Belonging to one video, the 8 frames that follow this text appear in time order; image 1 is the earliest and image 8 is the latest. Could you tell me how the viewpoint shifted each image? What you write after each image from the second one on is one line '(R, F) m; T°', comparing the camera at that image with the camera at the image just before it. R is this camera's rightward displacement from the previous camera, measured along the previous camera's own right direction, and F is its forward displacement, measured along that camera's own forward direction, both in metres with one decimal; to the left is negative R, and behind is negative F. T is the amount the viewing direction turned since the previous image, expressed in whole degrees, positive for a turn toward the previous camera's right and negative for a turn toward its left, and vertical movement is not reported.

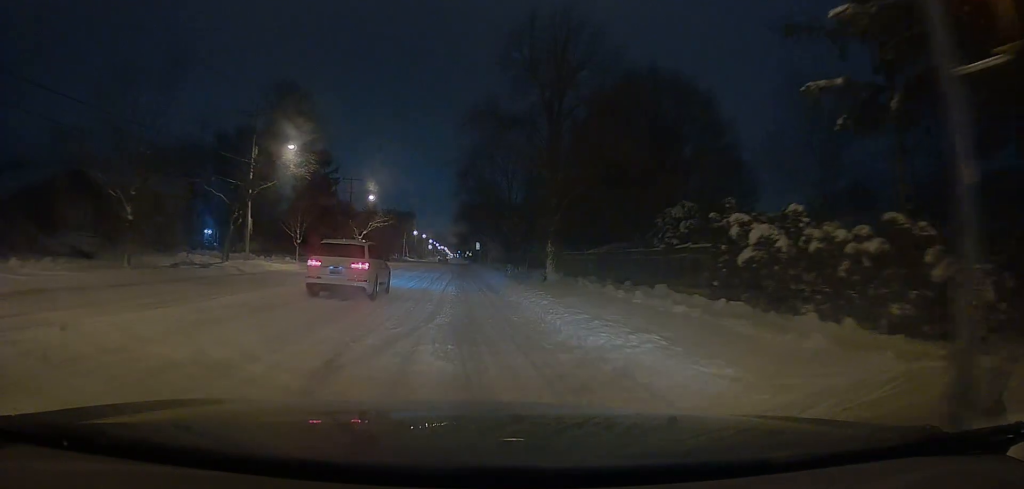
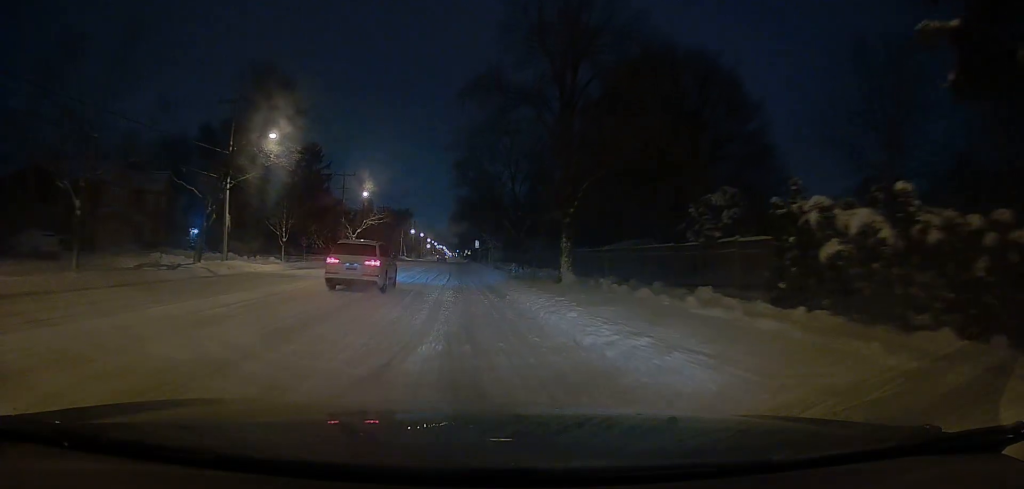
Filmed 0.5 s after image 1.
(+0.4, +3.6) m; +1°
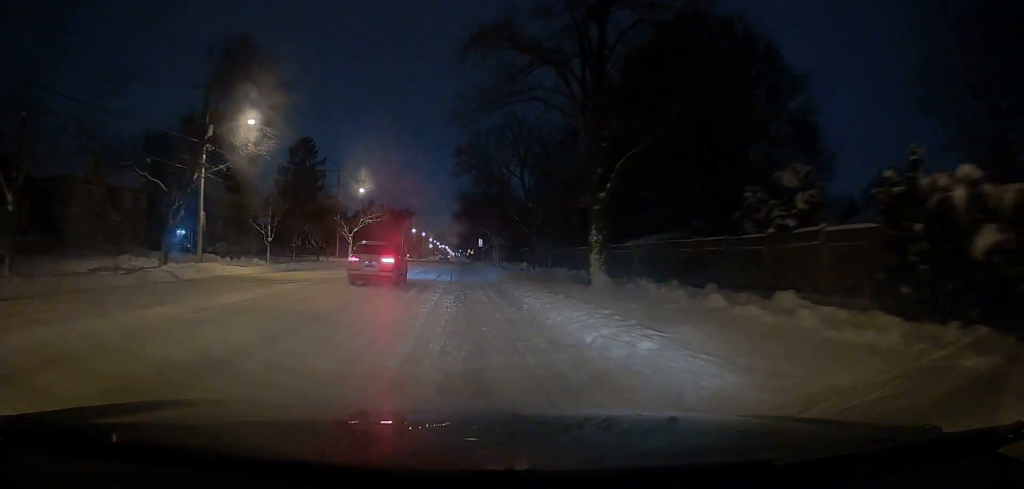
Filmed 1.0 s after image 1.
(+0.2, +4.0) m; +1°
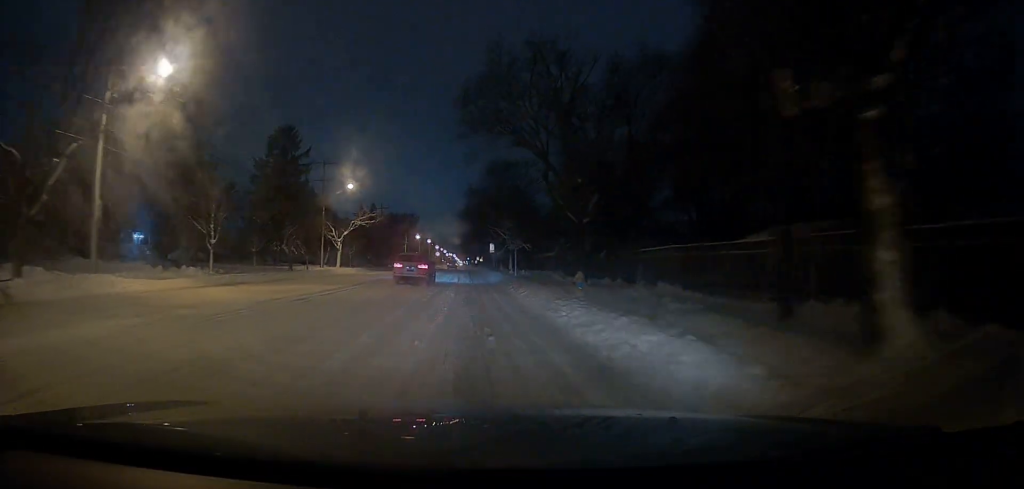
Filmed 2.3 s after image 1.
(-0.3, +10.7) m; -1°
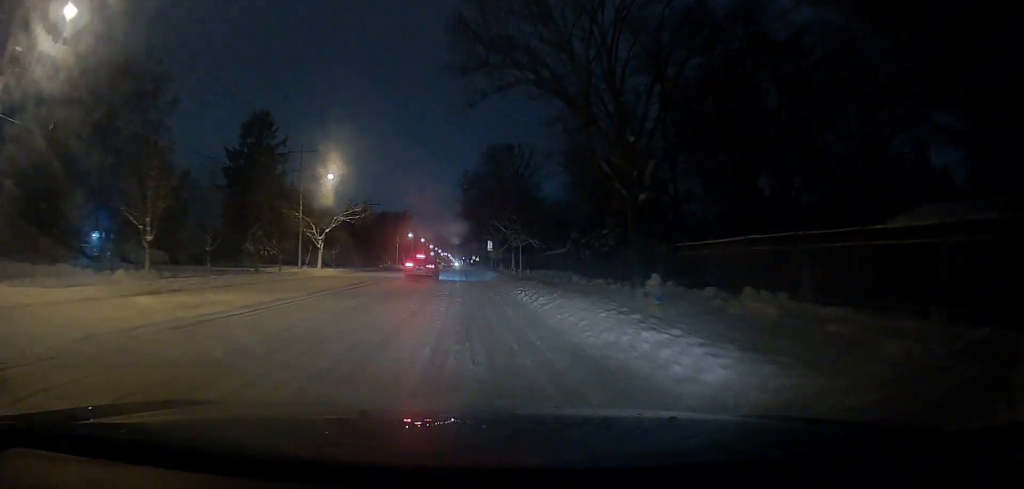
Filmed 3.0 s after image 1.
(+0.1, +6.3) m; 0°
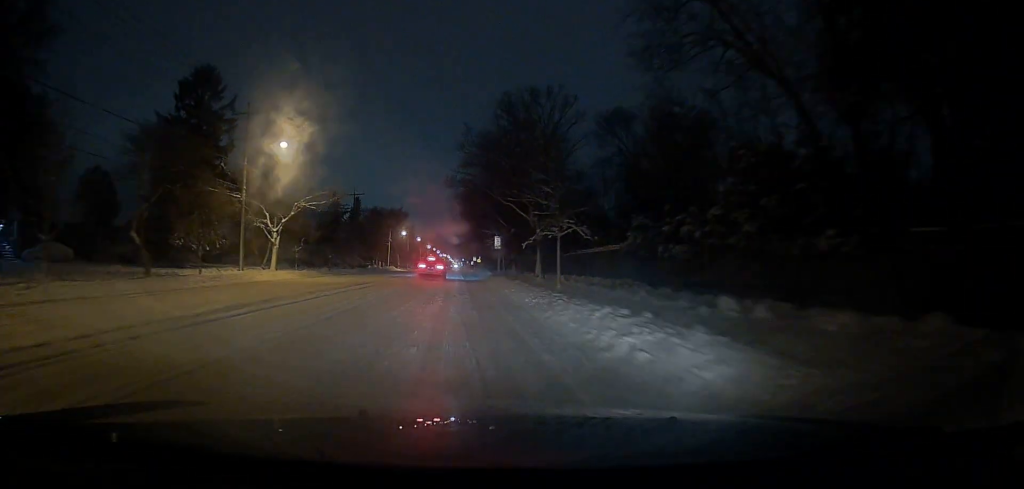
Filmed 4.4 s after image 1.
(-0.2, +13.7) m; 0°
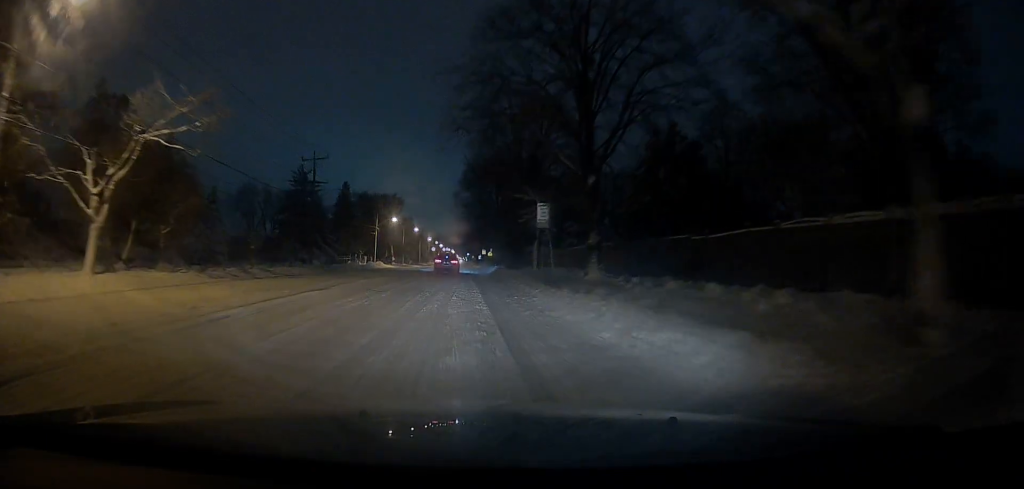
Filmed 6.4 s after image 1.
(-0.1, +23.6) m; -1°
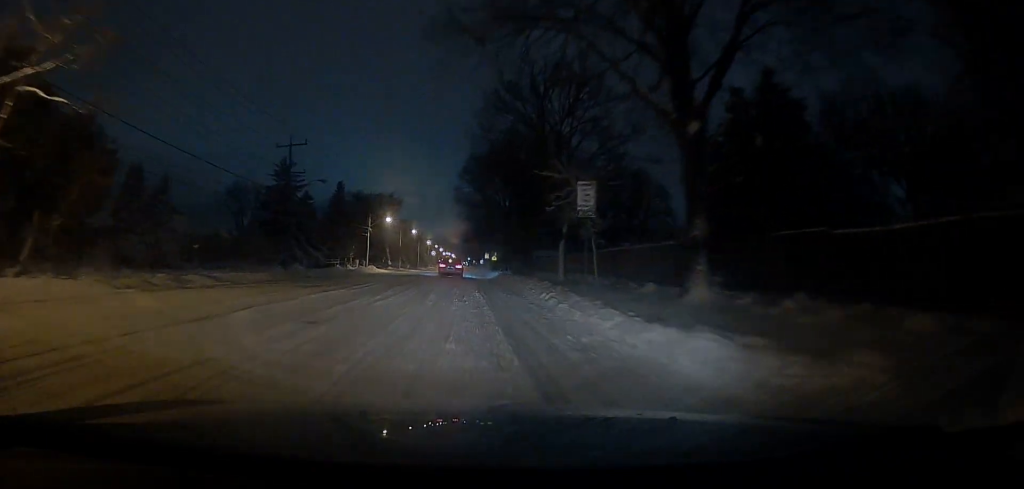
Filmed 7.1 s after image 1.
(0.0, +8.5) m; 0°
